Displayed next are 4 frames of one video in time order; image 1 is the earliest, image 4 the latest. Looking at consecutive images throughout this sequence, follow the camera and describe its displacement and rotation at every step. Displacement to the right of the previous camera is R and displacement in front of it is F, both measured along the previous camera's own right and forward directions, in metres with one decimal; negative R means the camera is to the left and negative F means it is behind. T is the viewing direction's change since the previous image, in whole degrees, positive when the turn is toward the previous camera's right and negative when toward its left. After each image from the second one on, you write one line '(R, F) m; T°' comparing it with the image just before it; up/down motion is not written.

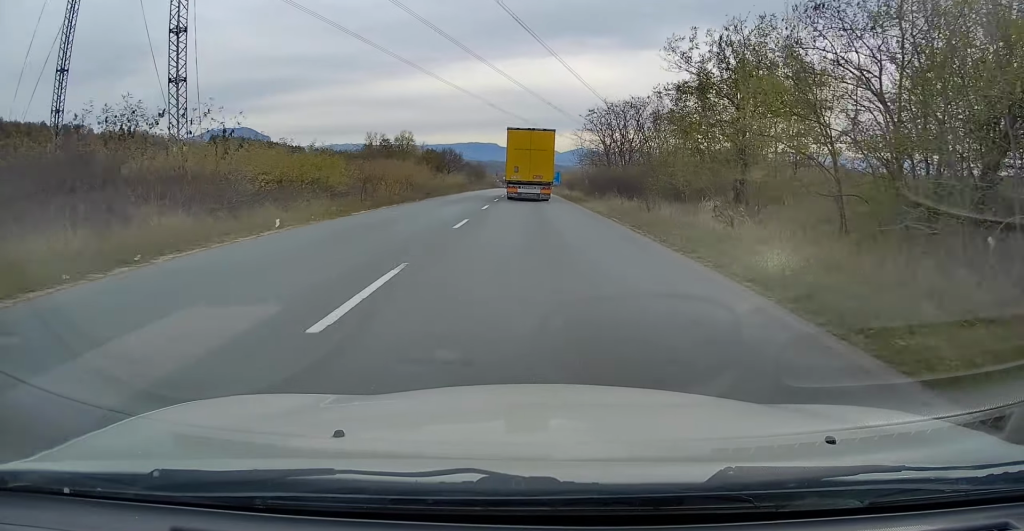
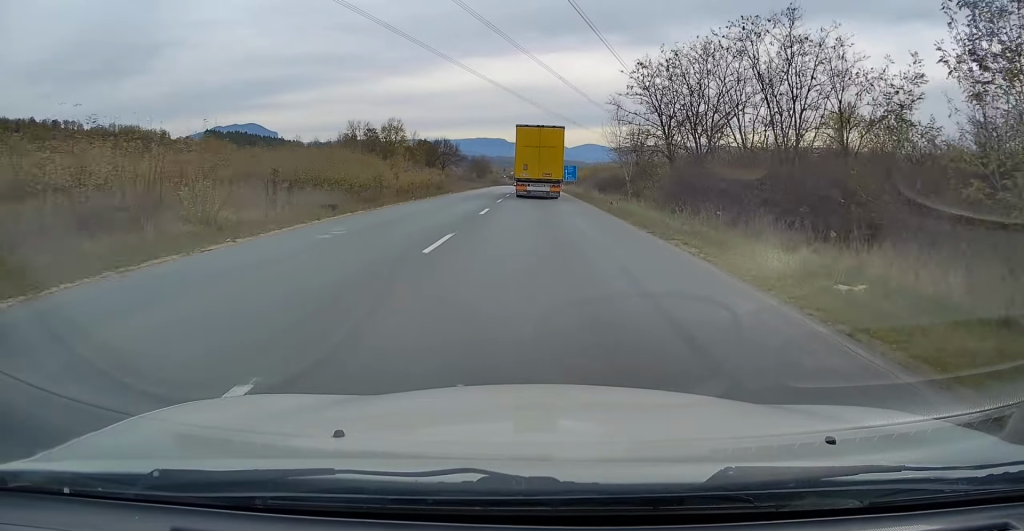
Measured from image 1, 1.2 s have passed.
(-0.1, +24.8) m; 0°
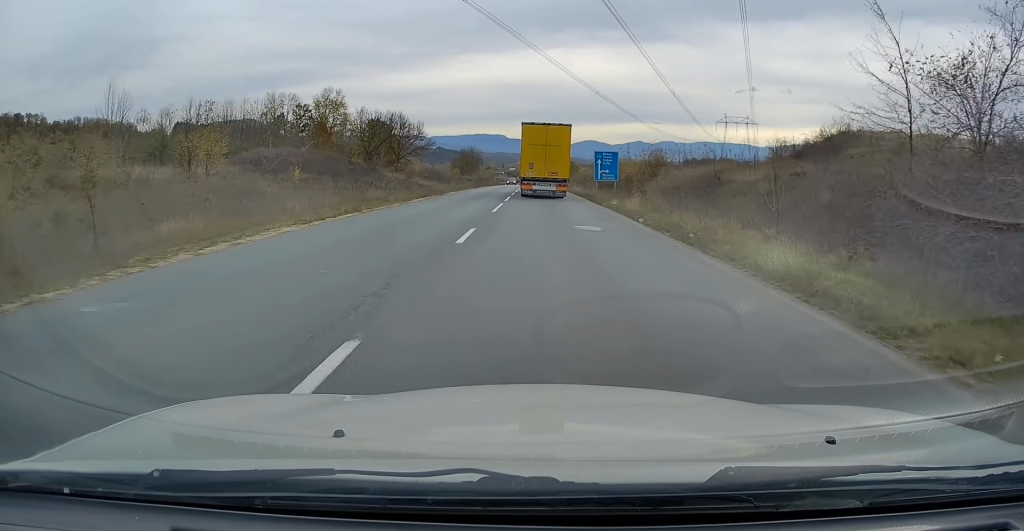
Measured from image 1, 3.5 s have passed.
(-0.5, +48.0) m; 0°
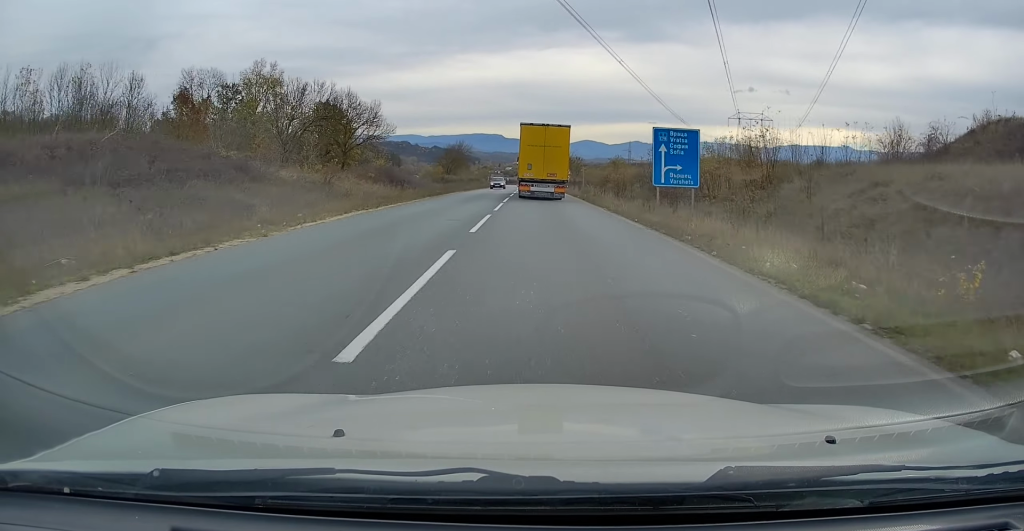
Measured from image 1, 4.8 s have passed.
(+0.3, +26.5) m; +1°
